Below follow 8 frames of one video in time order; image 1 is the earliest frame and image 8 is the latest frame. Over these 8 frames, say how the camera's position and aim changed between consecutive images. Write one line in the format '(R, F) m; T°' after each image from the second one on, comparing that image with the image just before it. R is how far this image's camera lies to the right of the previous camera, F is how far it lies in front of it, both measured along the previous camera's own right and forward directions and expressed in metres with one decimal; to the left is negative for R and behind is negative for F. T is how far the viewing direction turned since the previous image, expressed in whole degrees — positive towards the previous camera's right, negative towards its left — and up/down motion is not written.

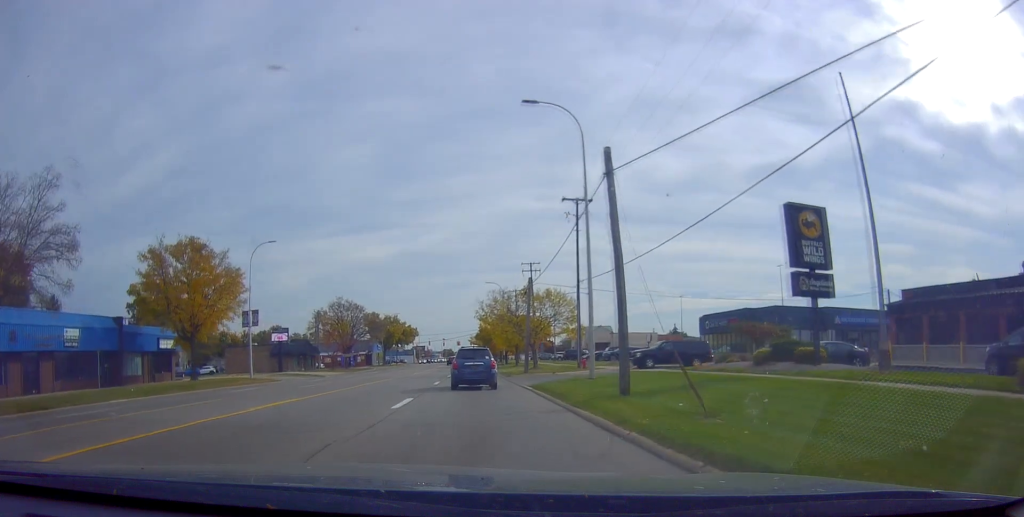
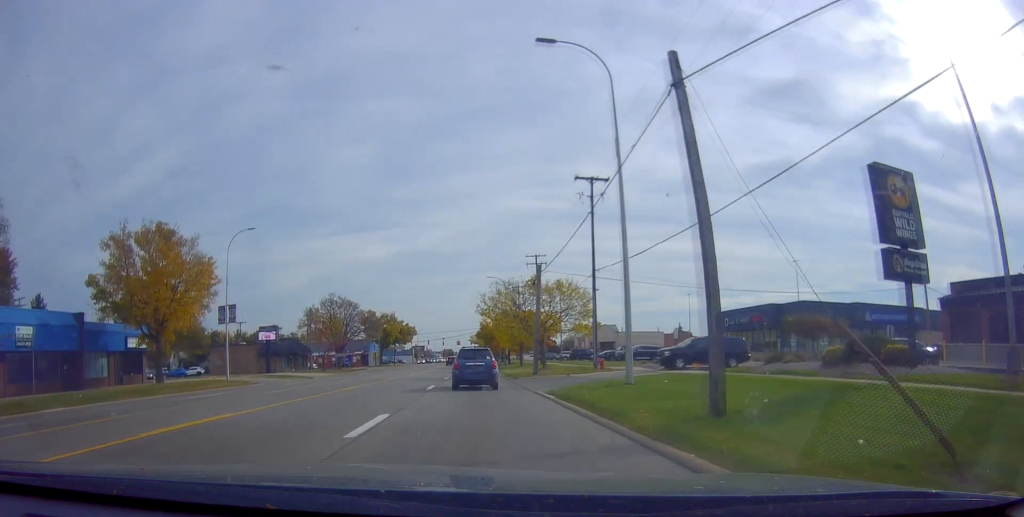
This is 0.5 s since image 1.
(-0.3, +5.5) m; 0°
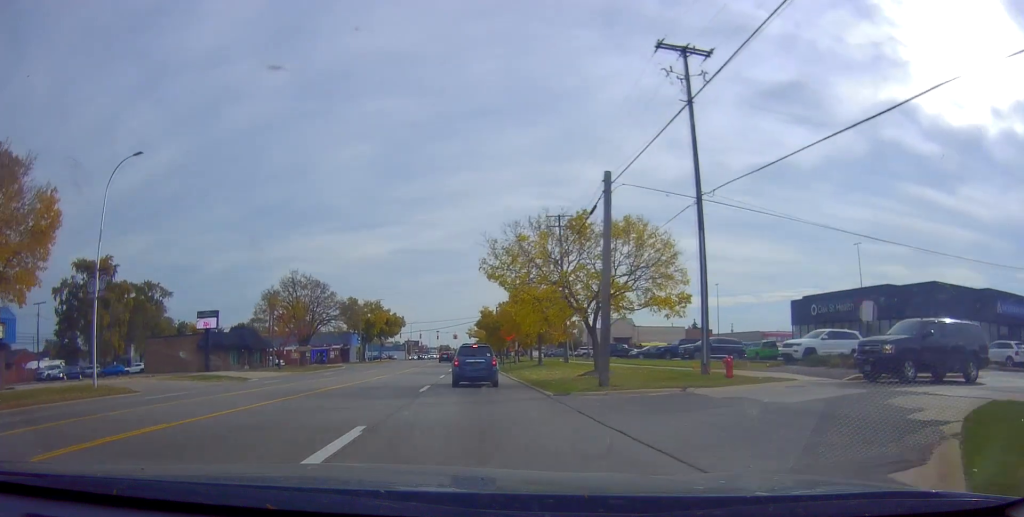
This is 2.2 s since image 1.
(+0.6, +19.0) m; +1°
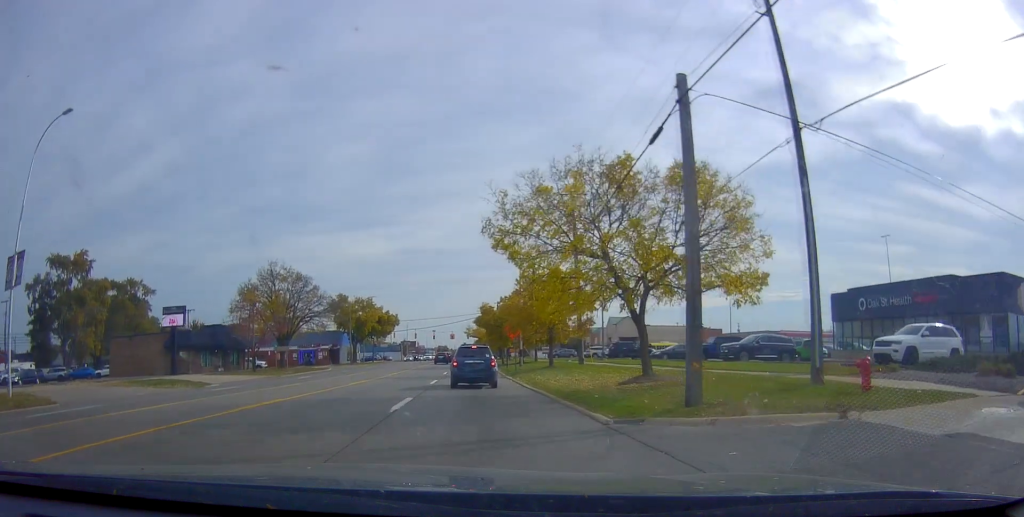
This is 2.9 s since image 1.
(0.0, +7.4) m; -2°
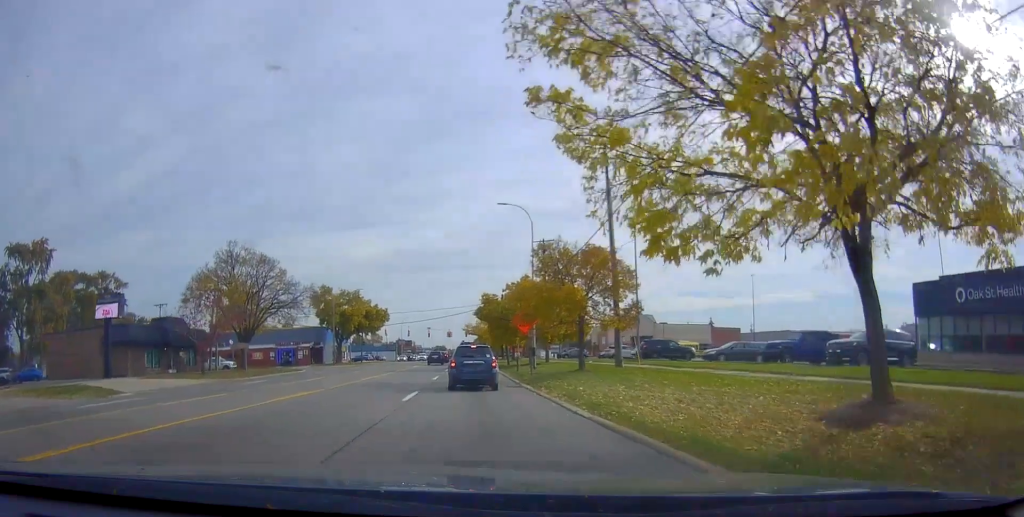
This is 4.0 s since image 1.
(-0.3, +11.4) m; +1°
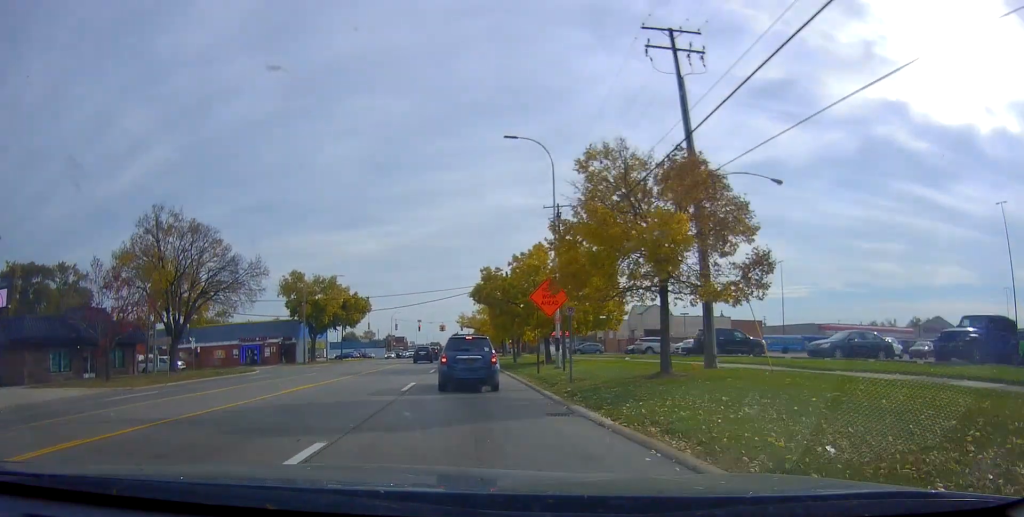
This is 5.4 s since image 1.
(+0.5, +13.0) m; +2°
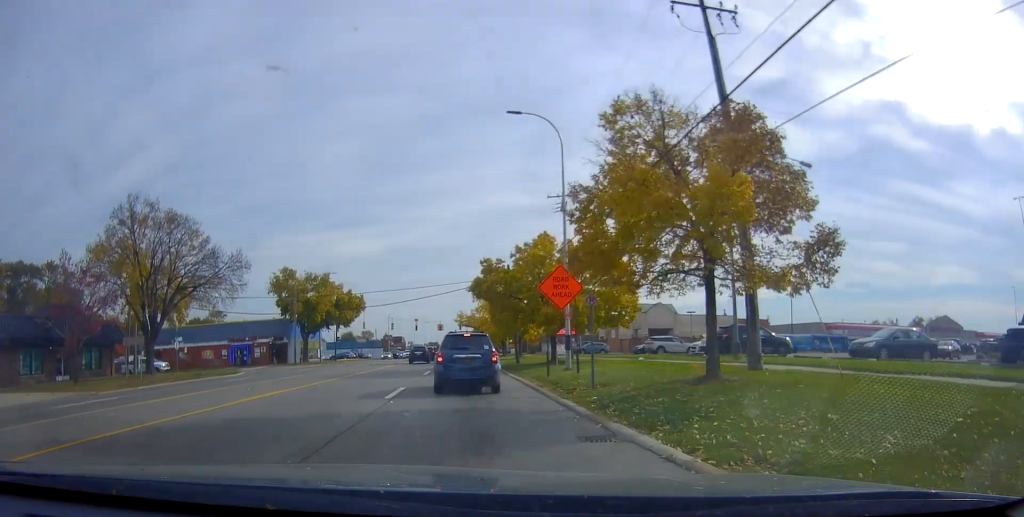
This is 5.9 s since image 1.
(0.0, +3.5) m; 0°
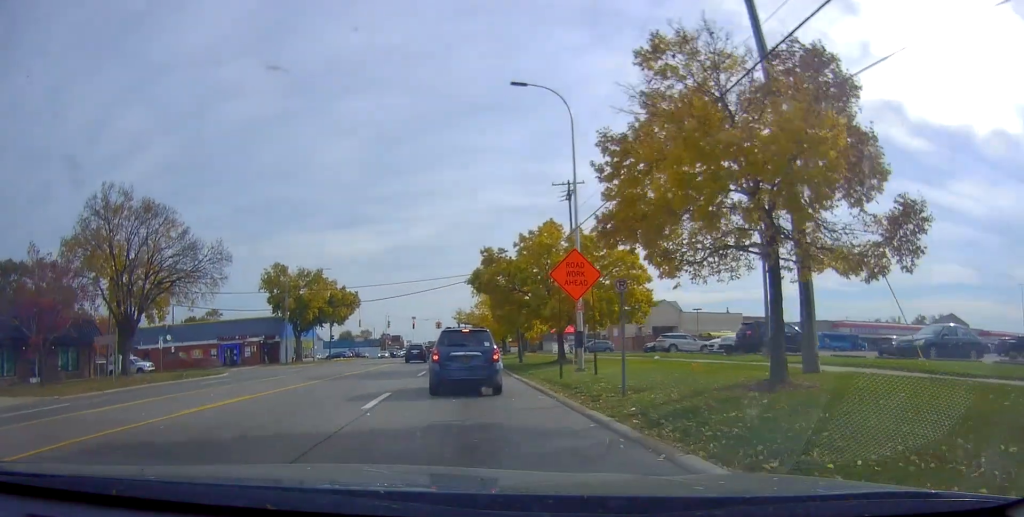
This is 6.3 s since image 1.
(0.0, +3.0) m; 0°
